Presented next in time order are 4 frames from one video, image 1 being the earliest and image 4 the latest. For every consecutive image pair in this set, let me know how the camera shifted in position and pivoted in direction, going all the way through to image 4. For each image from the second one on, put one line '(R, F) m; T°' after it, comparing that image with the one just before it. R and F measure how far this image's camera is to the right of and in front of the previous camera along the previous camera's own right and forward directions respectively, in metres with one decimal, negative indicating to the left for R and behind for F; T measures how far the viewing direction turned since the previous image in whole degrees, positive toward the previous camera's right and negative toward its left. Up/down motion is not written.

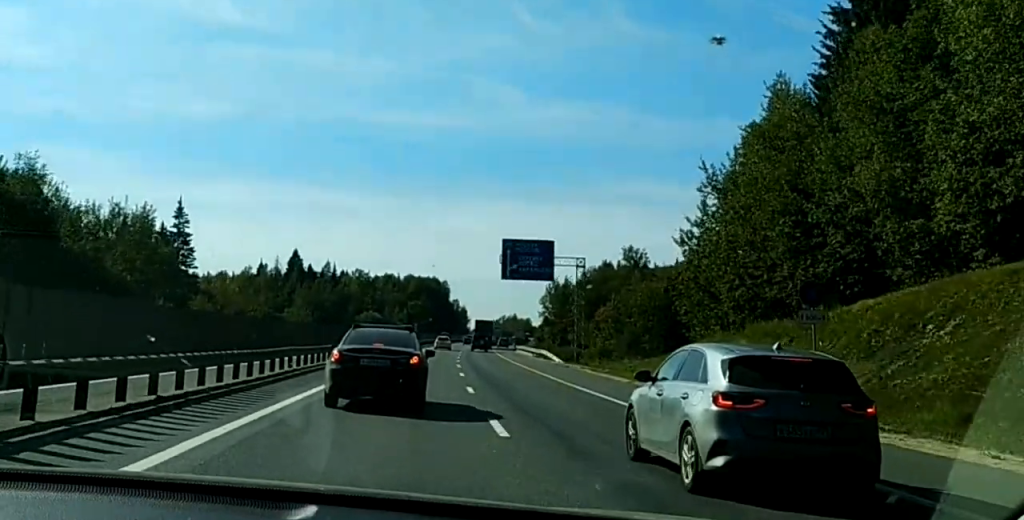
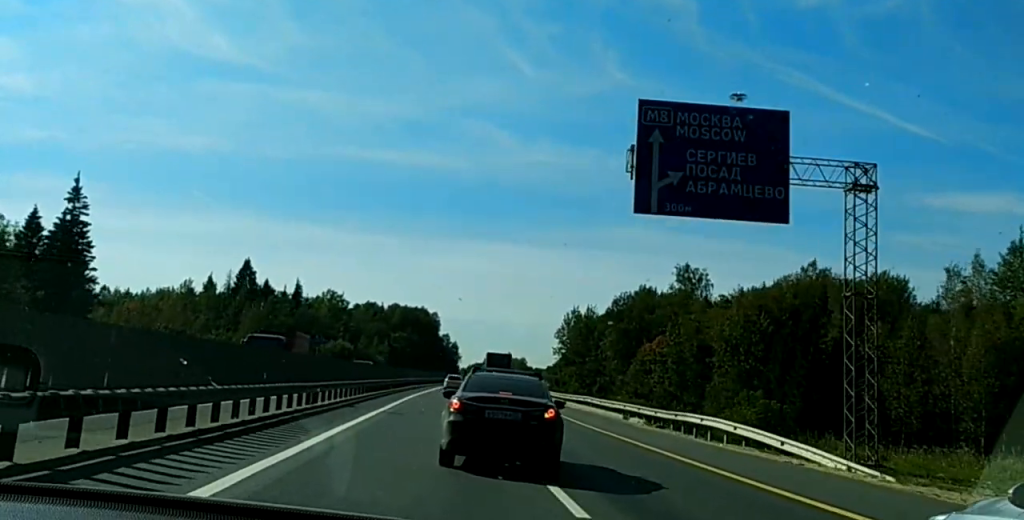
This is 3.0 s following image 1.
(+0.6, +57.9) m; +3°
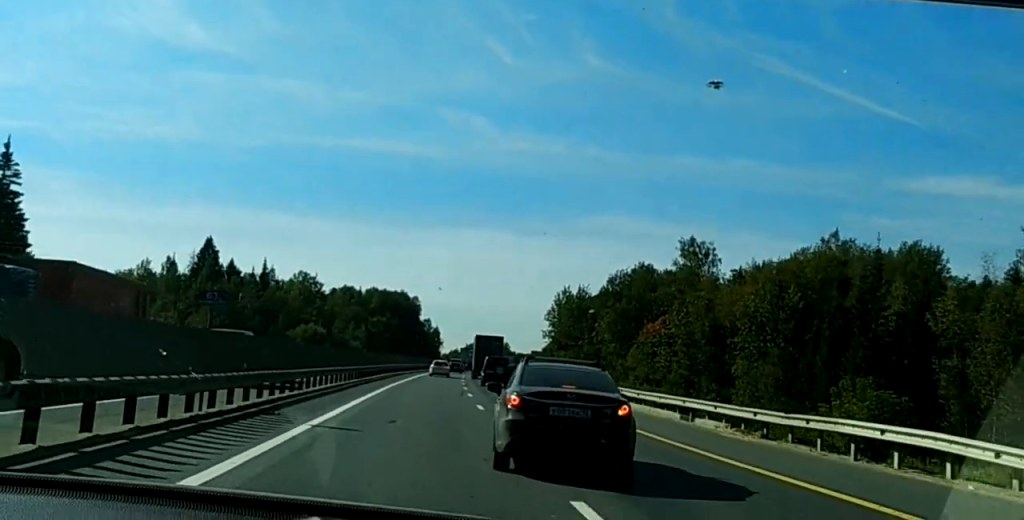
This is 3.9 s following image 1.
(+0.1, +15.8) m; 0°
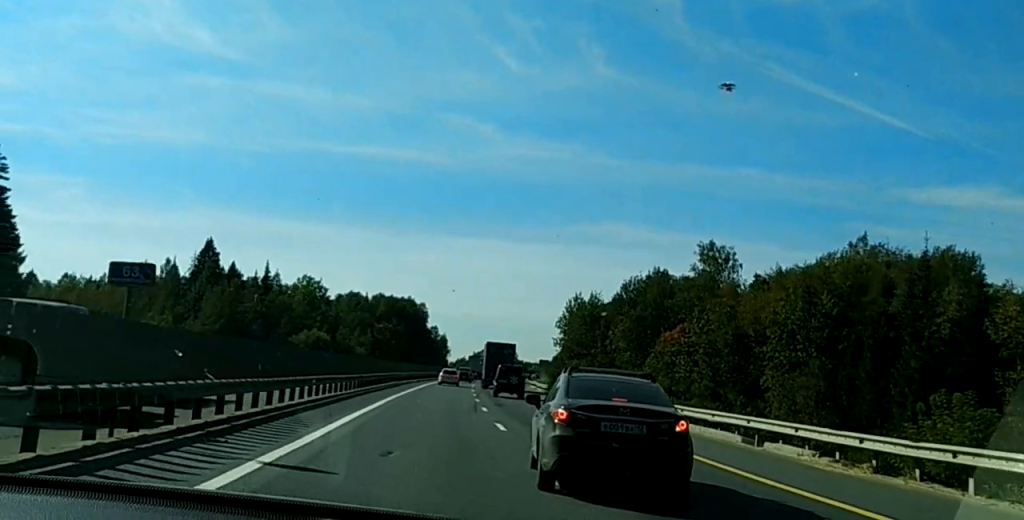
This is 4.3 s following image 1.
(-0.1, +6.4) m; -1°
